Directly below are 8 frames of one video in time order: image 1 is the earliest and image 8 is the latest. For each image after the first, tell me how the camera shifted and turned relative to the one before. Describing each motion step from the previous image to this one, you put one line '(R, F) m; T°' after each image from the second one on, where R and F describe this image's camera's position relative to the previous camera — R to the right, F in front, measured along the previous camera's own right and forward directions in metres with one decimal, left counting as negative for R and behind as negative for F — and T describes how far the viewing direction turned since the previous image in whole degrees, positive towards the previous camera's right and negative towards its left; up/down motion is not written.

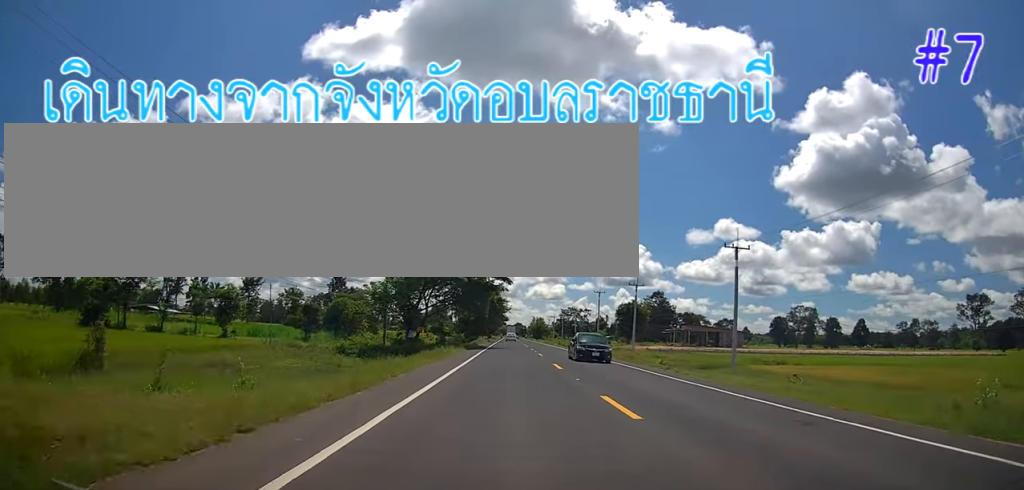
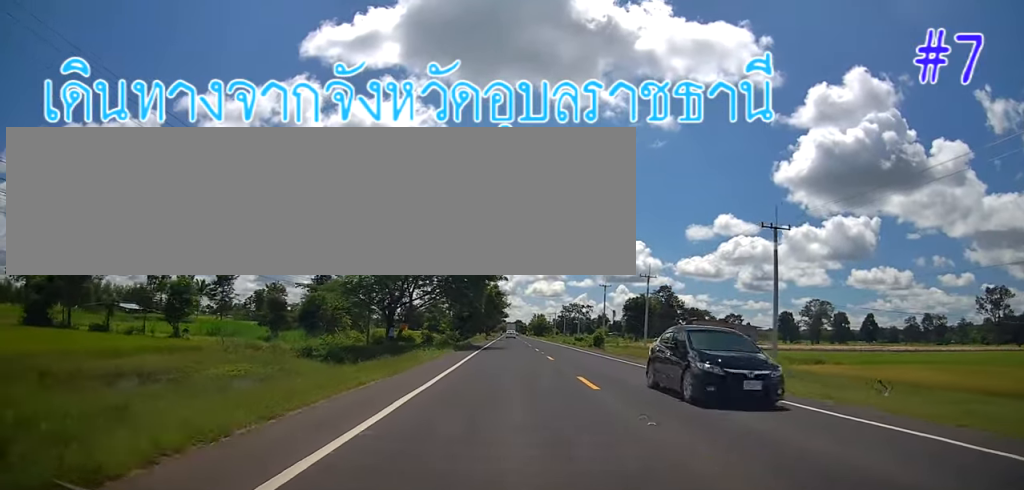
(-0.2, +8.2) m; +1°
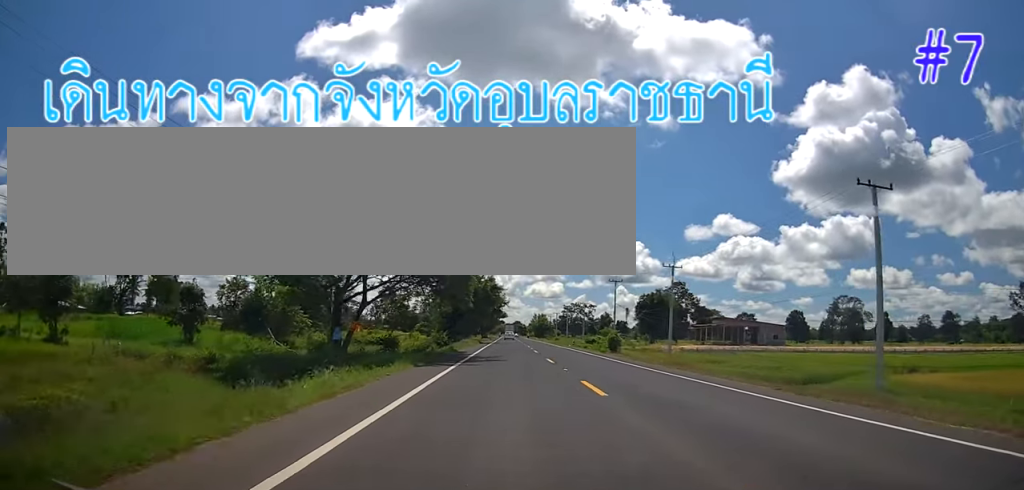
(+0.6, +13.4) m; 0°
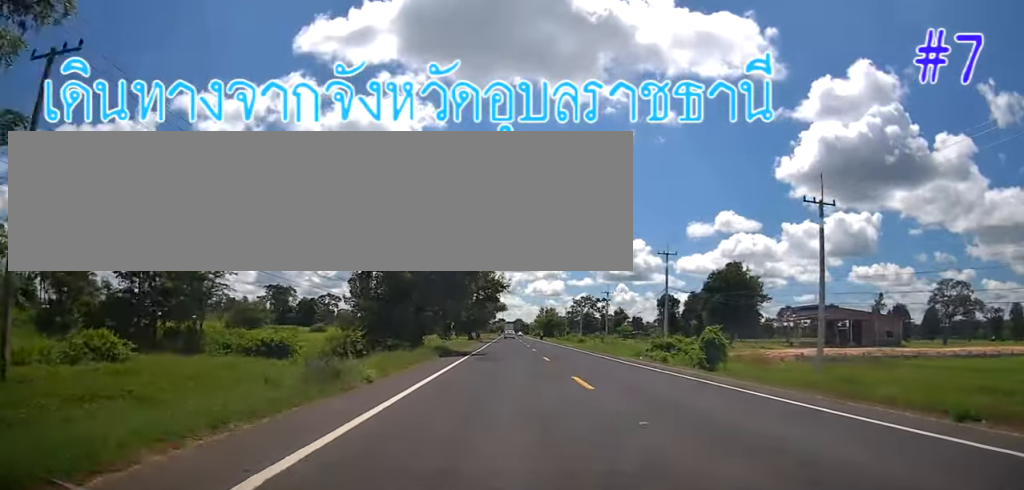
(-0.9, +34.9) m; -2°
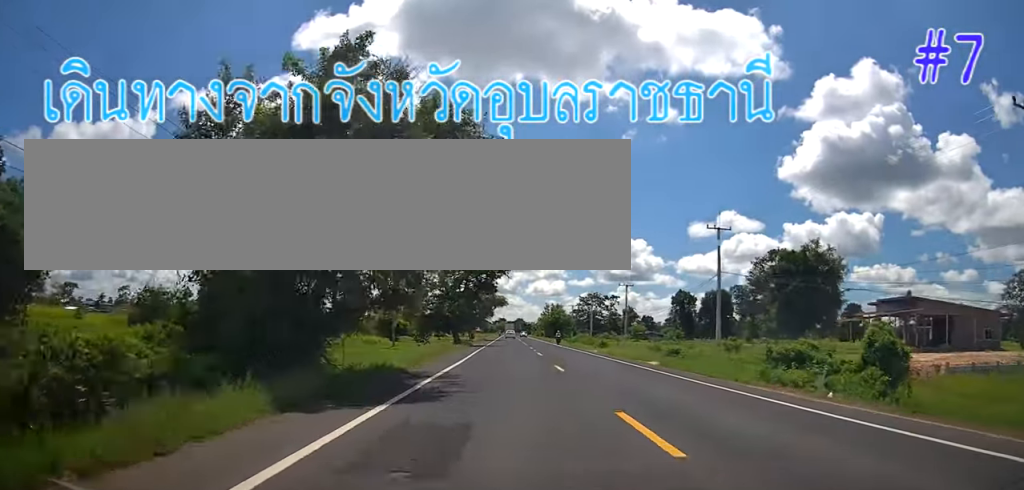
(+0.2, +18.3) m; +2°
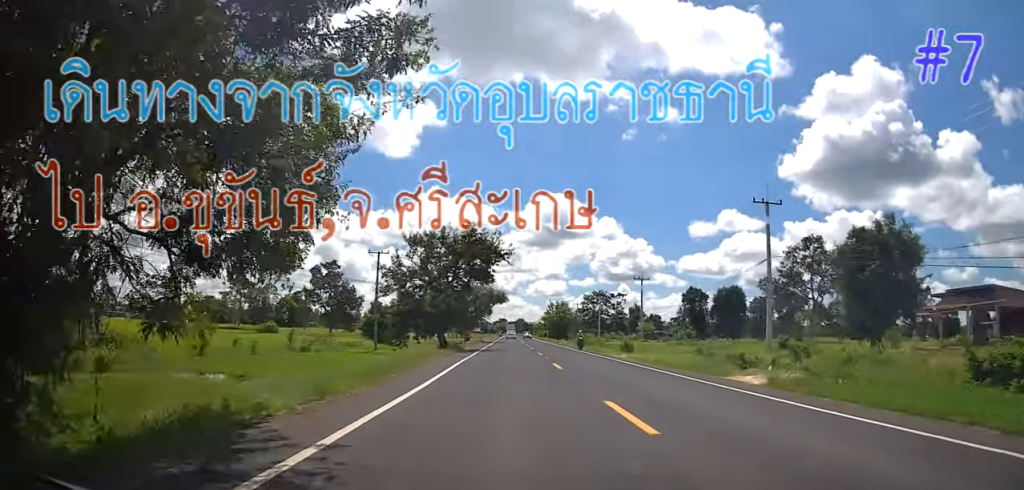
(+0.5, +11.3) m; 0°
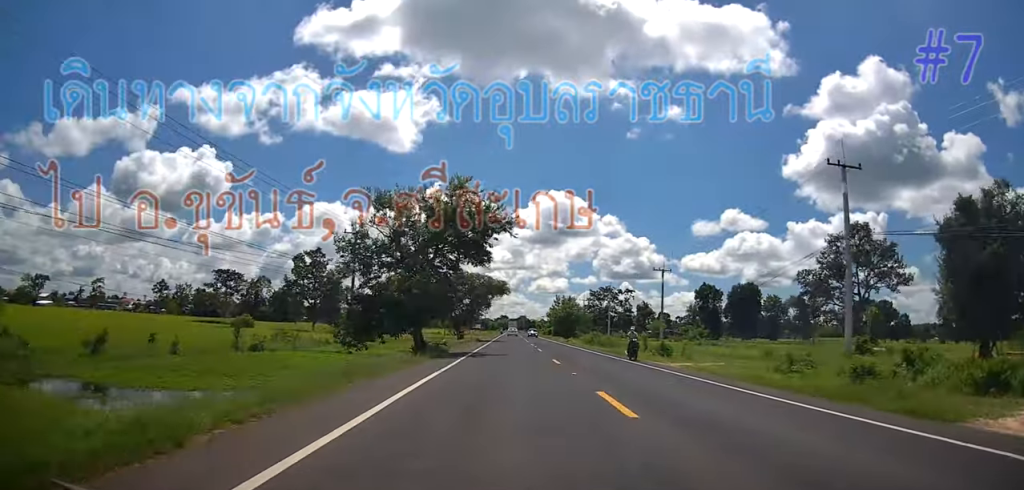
(-0.3, +10.9) m; -1°
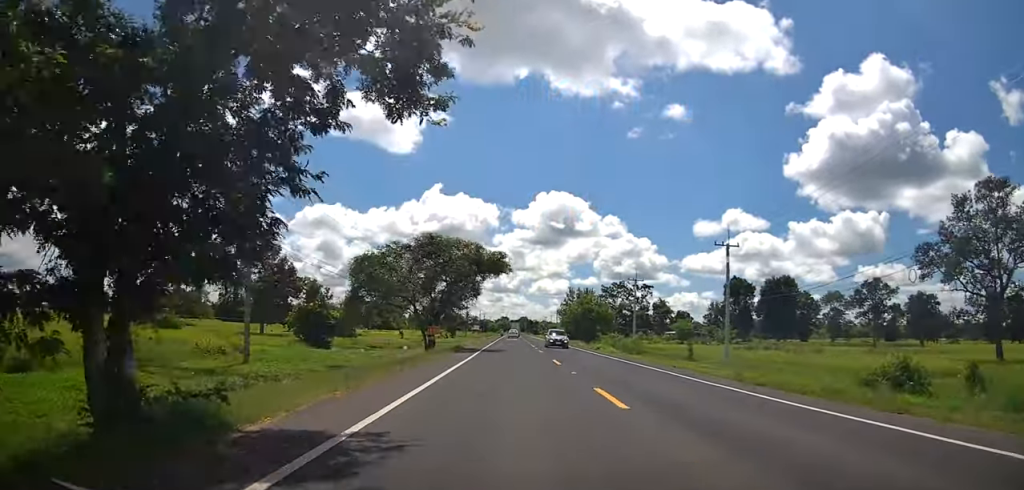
(-0.5, +23.0) m; 0°
